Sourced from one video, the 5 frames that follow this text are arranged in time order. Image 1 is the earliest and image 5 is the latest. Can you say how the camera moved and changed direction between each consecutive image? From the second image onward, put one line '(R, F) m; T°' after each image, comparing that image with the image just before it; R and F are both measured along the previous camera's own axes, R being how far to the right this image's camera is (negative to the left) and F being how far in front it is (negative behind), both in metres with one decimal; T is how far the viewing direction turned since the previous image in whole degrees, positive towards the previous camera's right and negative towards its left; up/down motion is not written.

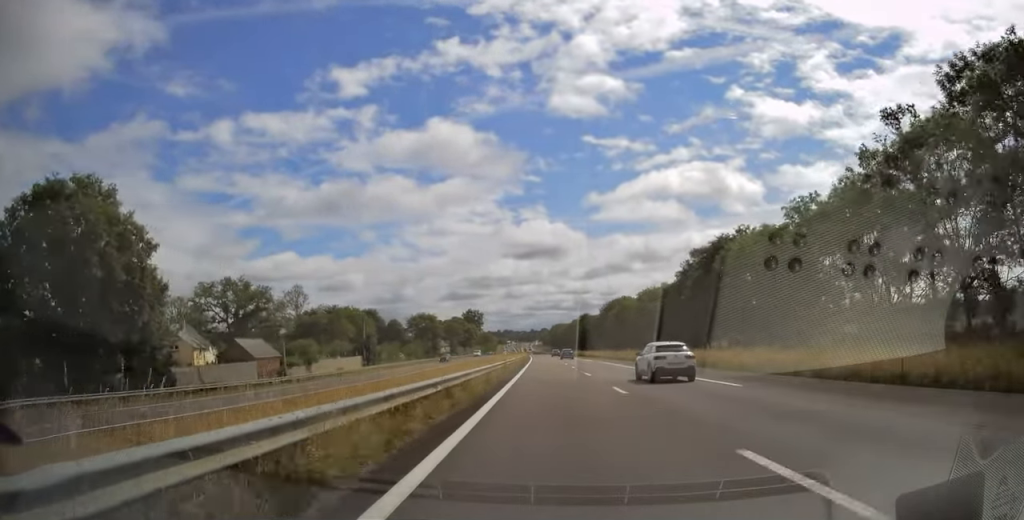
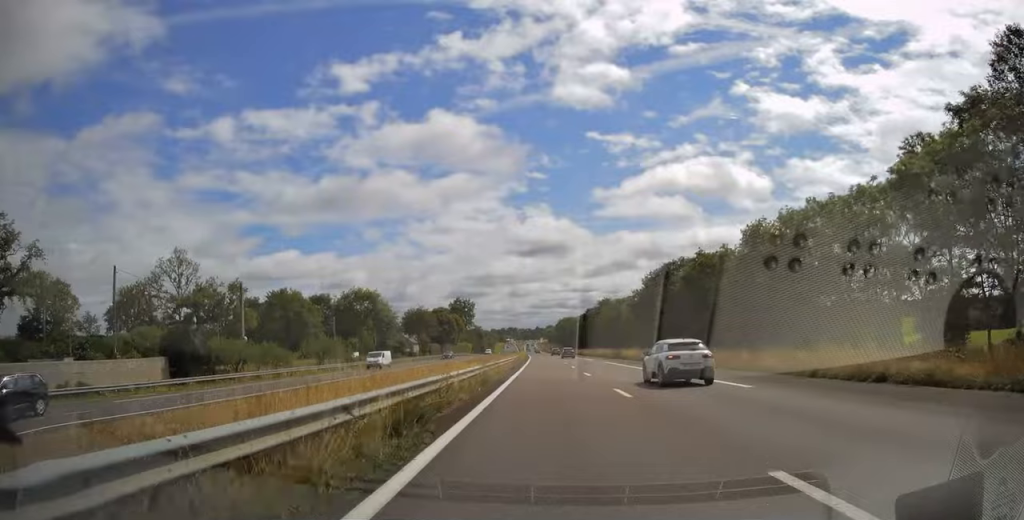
(-0.7, +53.2) m; -1°
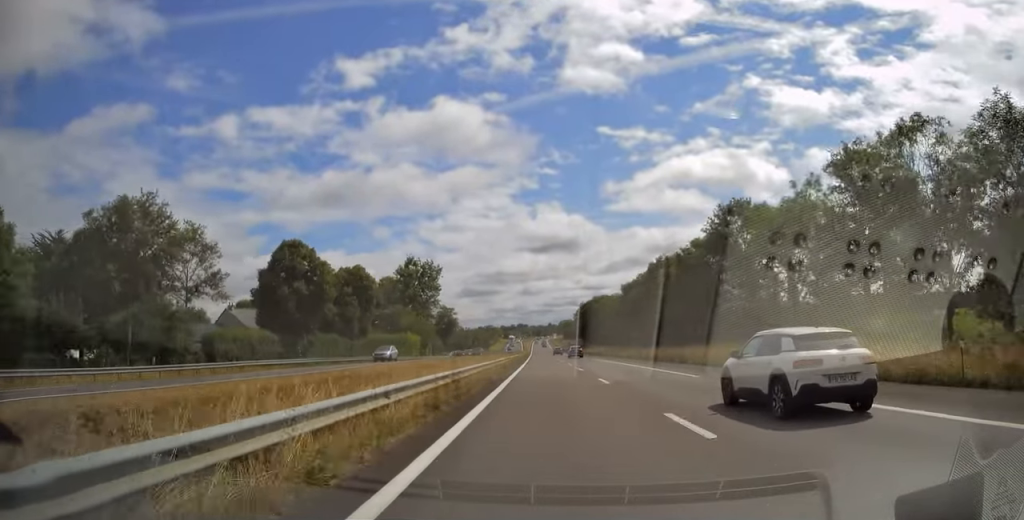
(-0.7, +97.8) m; -1°
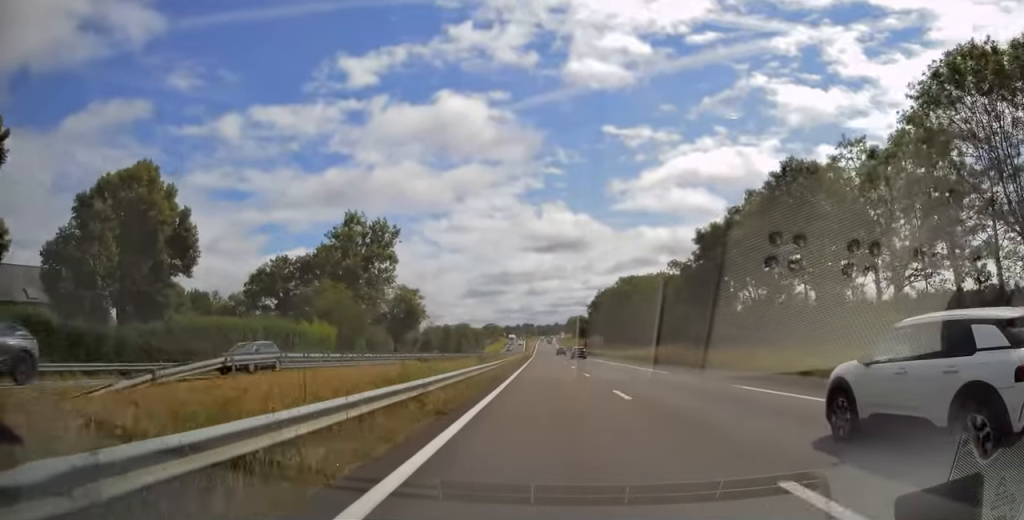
(-0.4, +44.5) m; -1°
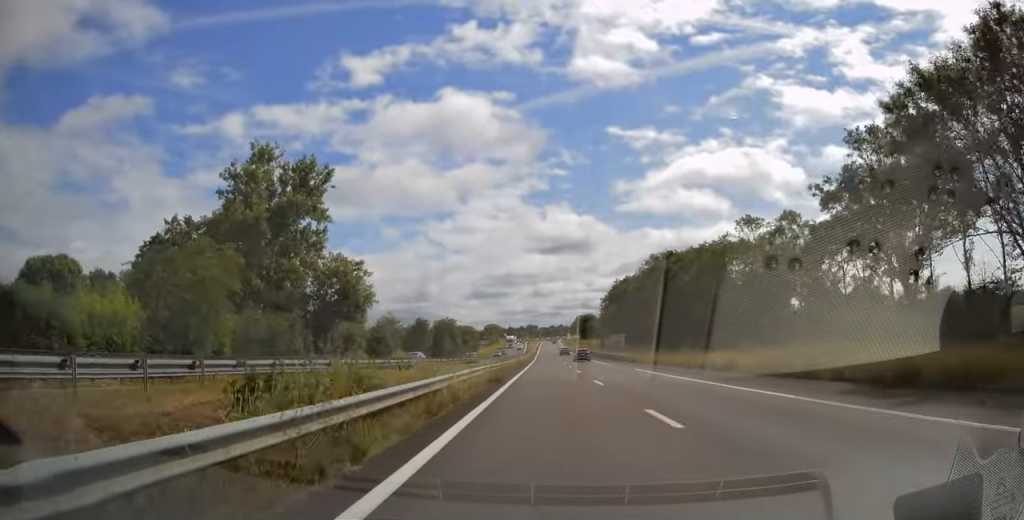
(0.0, +31.5) m; 0°
